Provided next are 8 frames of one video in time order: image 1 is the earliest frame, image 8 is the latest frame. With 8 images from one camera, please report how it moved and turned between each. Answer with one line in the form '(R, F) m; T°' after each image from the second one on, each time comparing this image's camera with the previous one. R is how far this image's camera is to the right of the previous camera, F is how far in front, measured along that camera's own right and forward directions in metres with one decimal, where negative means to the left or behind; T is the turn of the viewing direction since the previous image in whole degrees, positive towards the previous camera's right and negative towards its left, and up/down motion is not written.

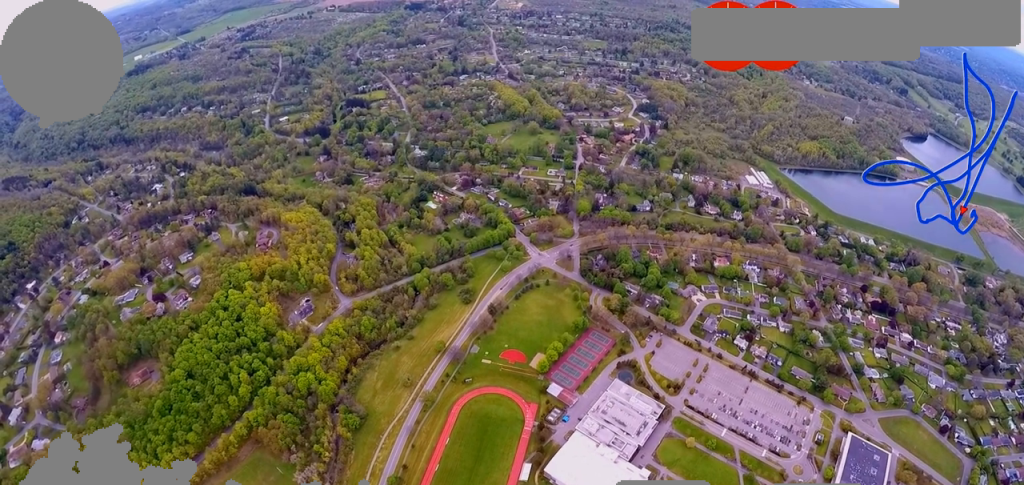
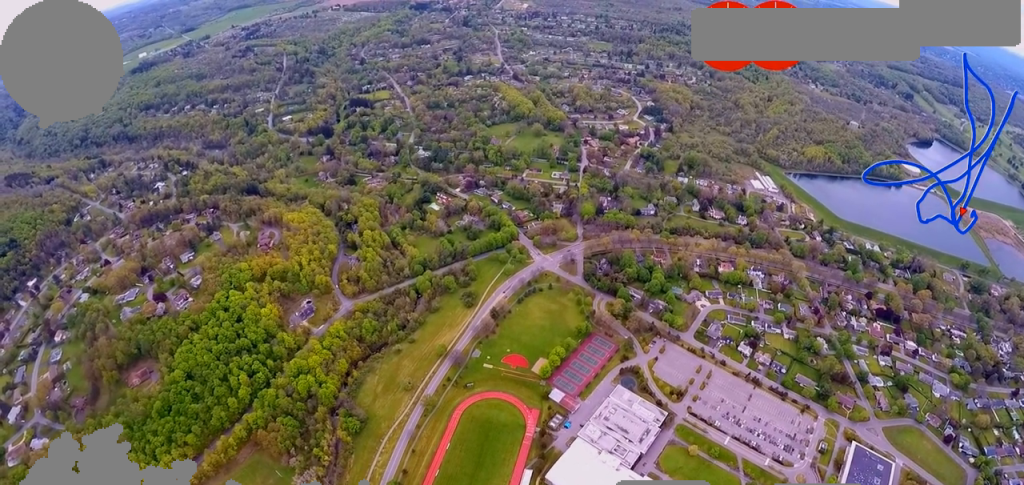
(0.0, +5.8) m; -1°
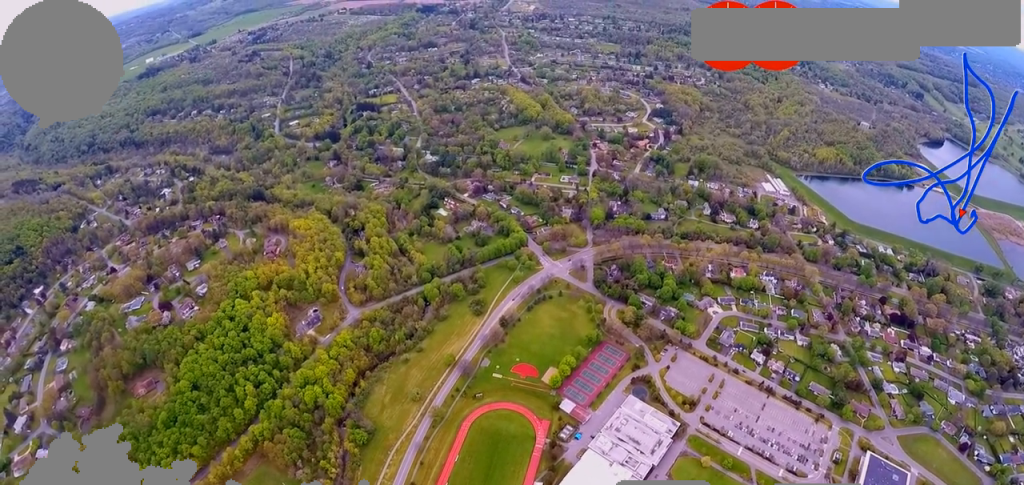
(+0.1, +10.7) m; +1°
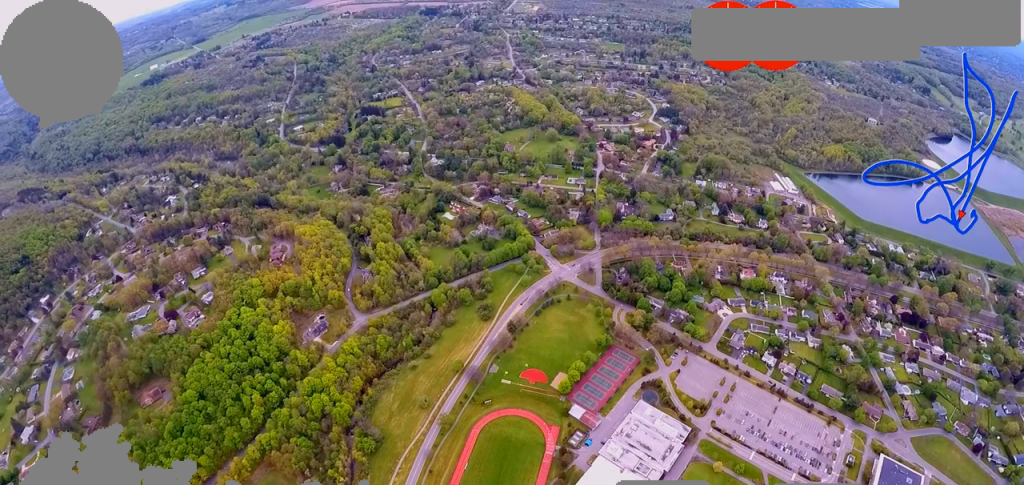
(0.0, +6.9) m; +1°
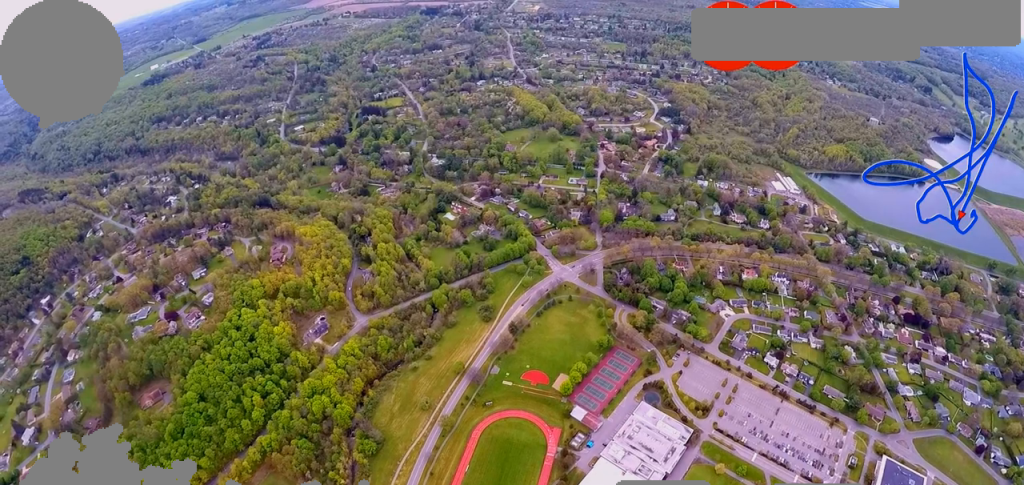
(0.0, +2.3) m; +1°
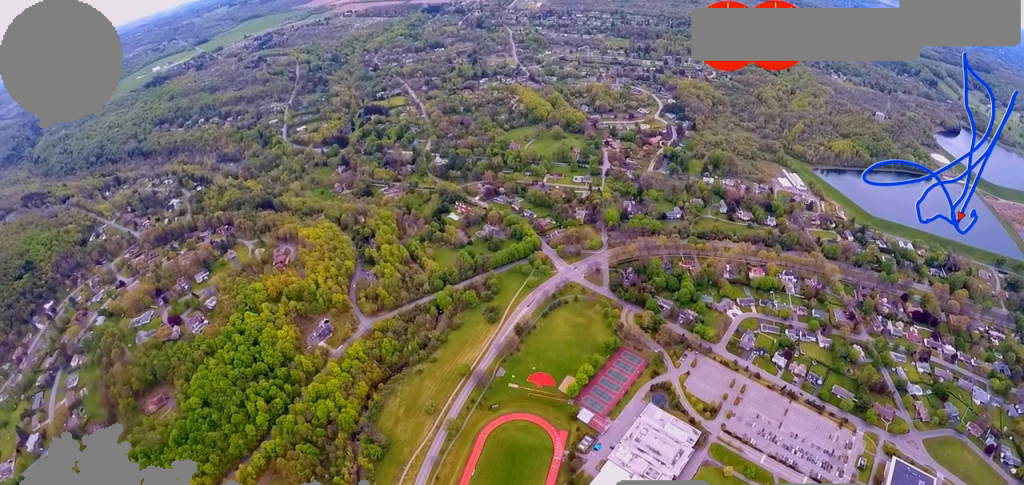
(+0.1, +6.6) m; +2°
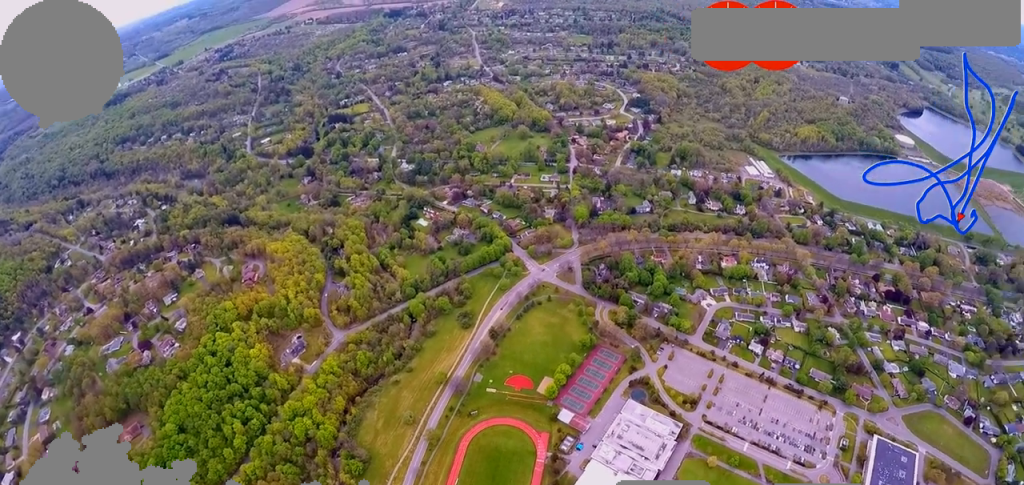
(+0.1, +4.4) m; +1°
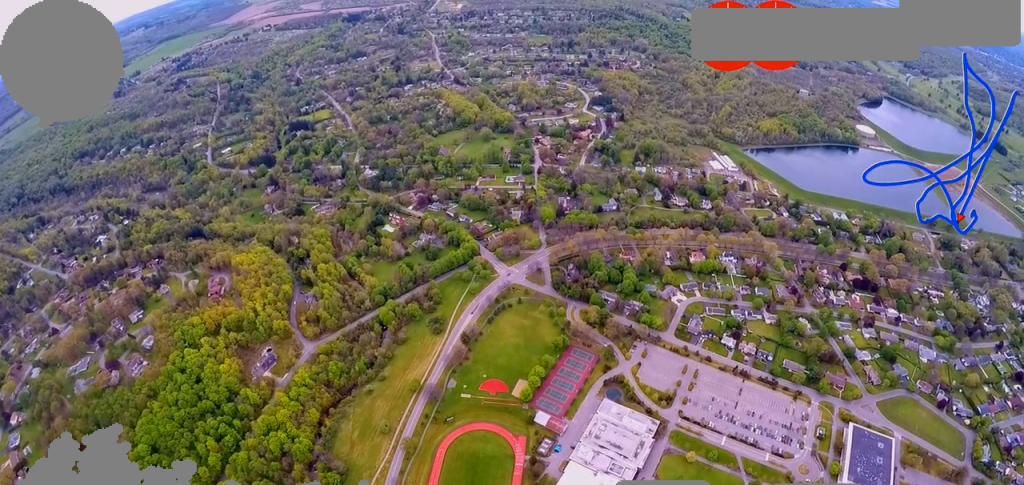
(0.0, +3.3) m; 0°
